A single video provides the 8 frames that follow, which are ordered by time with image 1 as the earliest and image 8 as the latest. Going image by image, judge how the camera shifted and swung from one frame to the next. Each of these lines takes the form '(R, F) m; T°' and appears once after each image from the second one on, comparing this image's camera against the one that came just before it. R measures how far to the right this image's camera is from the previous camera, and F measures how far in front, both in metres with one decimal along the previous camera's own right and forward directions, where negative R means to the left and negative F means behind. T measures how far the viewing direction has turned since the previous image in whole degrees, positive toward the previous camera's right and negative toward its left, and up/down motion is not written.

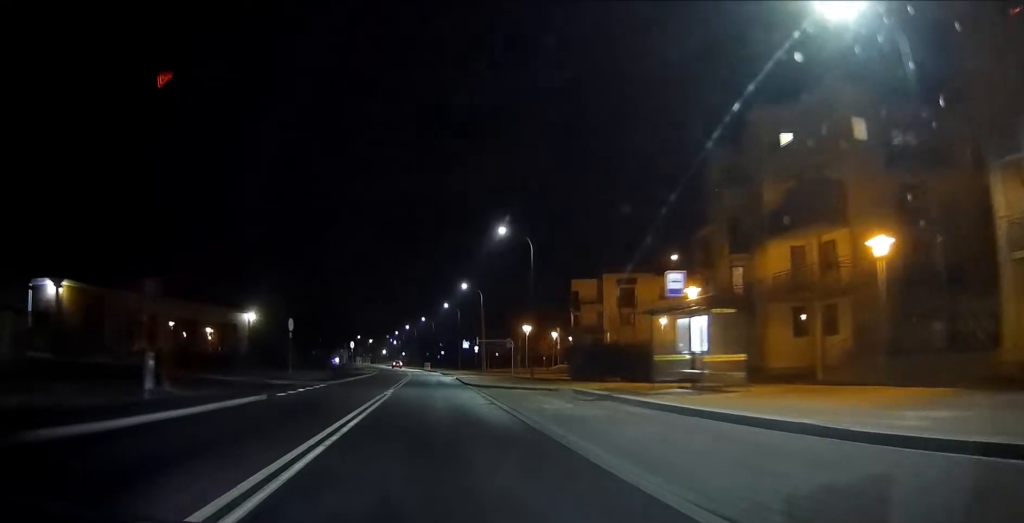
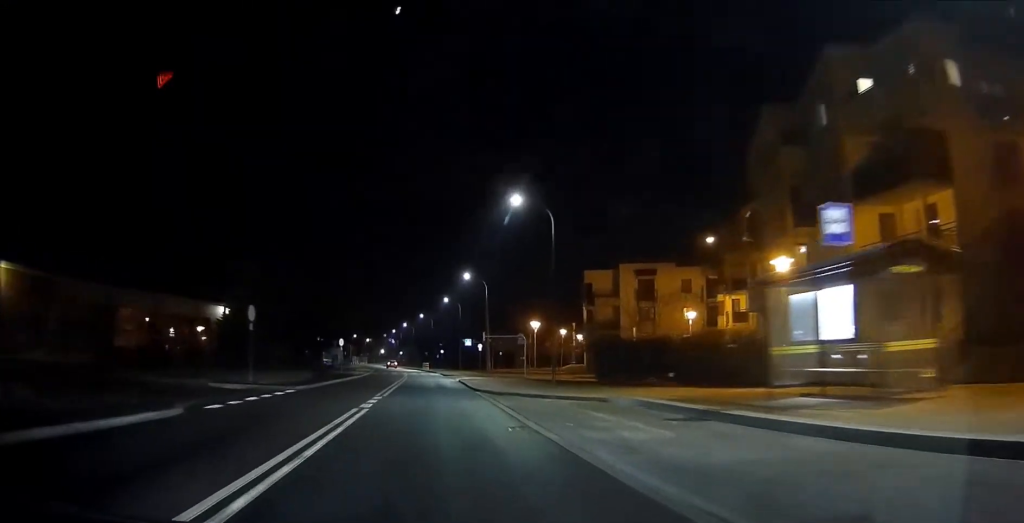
(0.0, +8.0) m; 0°
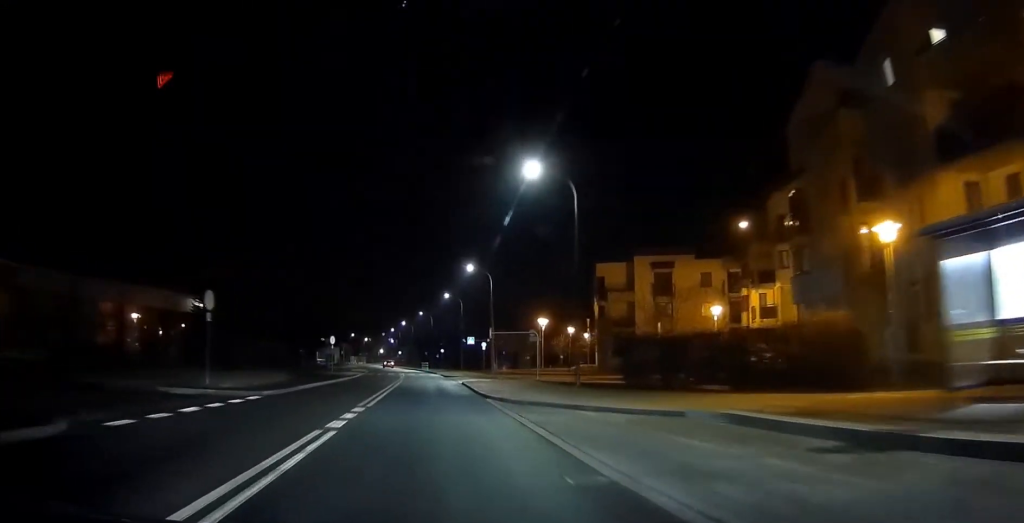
(0.0, +5.8) m; 0°
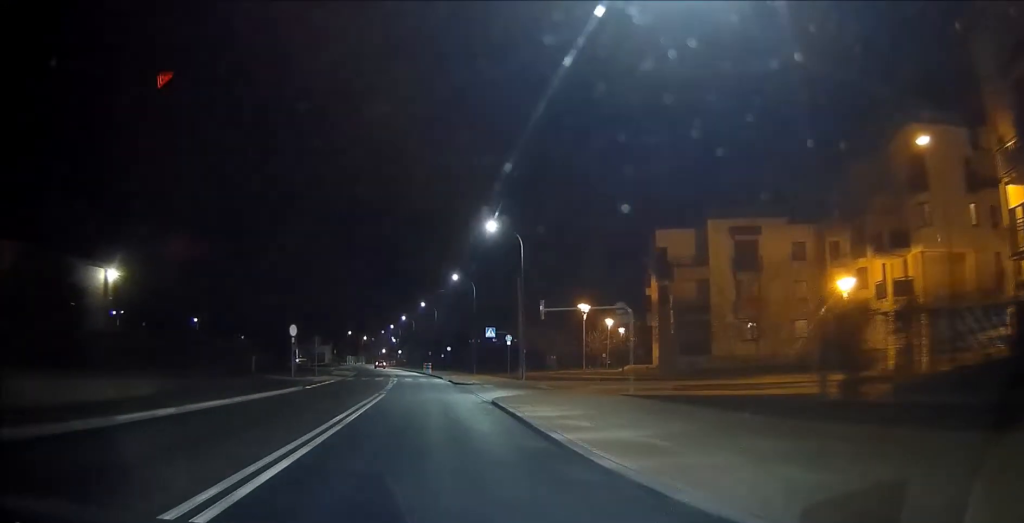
(-0.1, +19.0) m; 0°
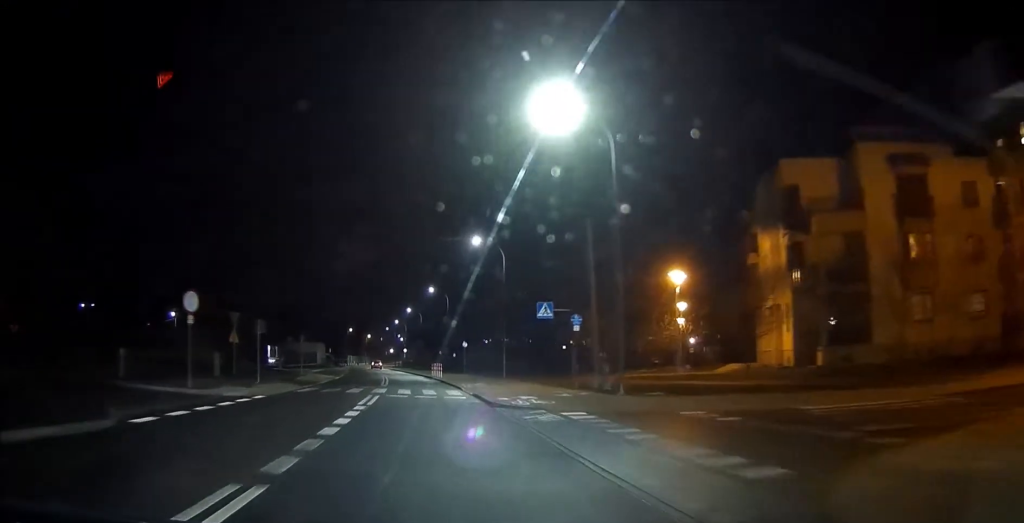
(0.0, +20.0) m; -1°
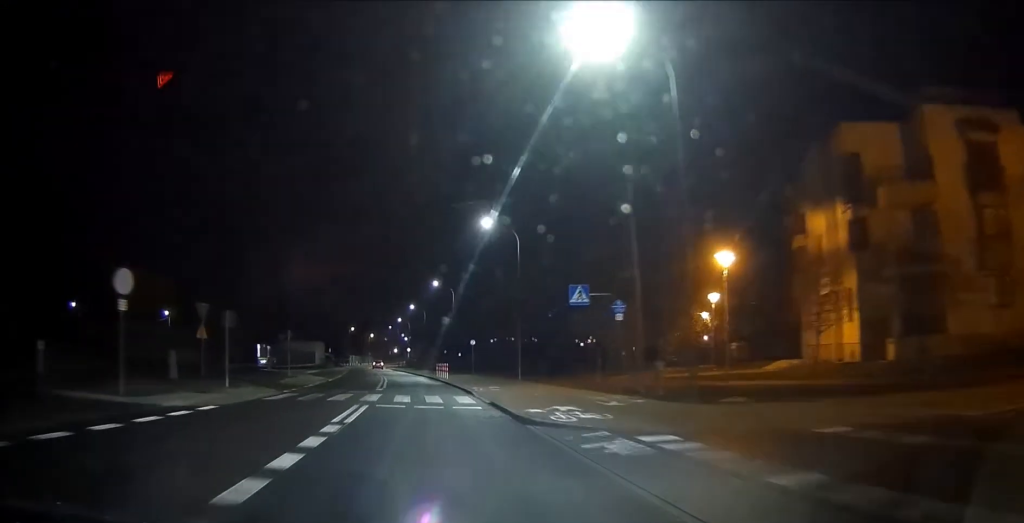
(-0.1, +6.1) m; -1°
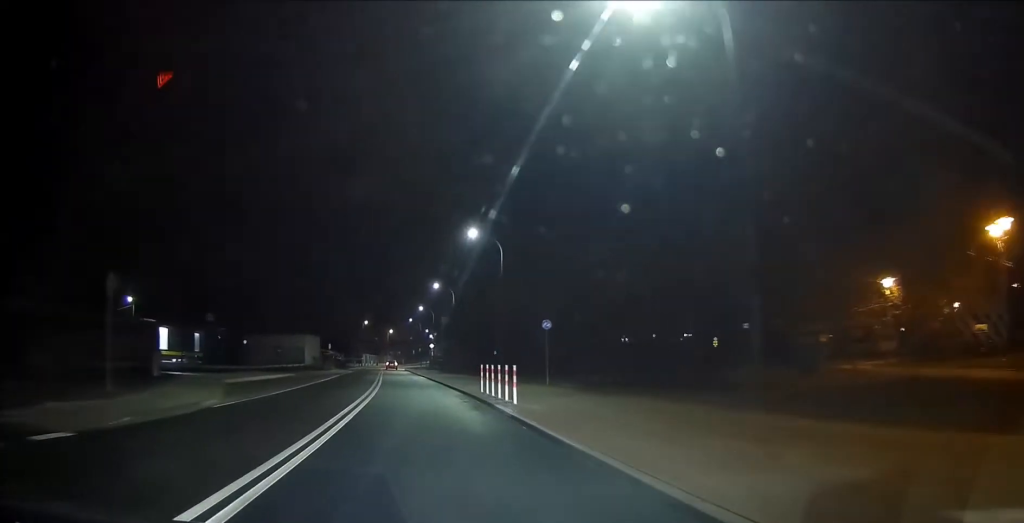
(-0.5, +28.3) m; -2°
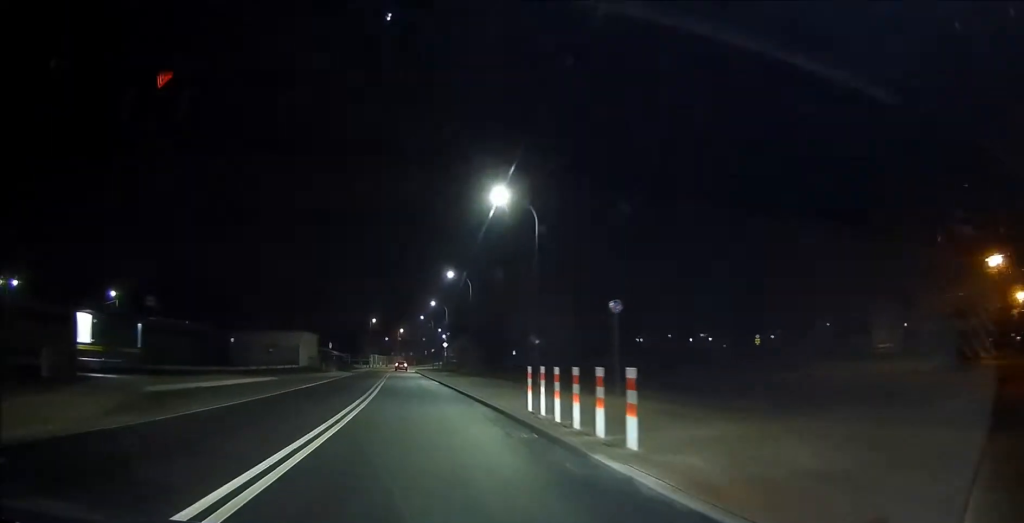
(0.0, +10.0) m; -1°
